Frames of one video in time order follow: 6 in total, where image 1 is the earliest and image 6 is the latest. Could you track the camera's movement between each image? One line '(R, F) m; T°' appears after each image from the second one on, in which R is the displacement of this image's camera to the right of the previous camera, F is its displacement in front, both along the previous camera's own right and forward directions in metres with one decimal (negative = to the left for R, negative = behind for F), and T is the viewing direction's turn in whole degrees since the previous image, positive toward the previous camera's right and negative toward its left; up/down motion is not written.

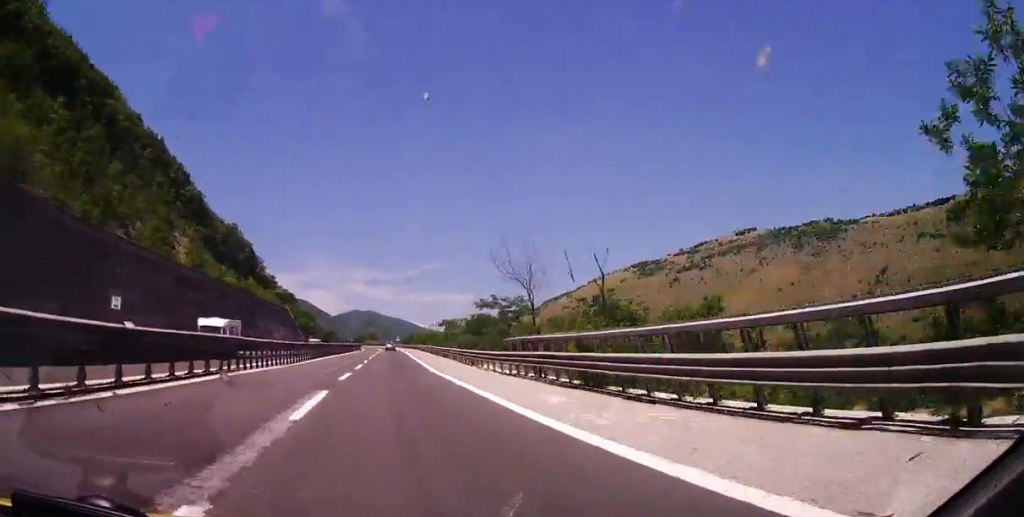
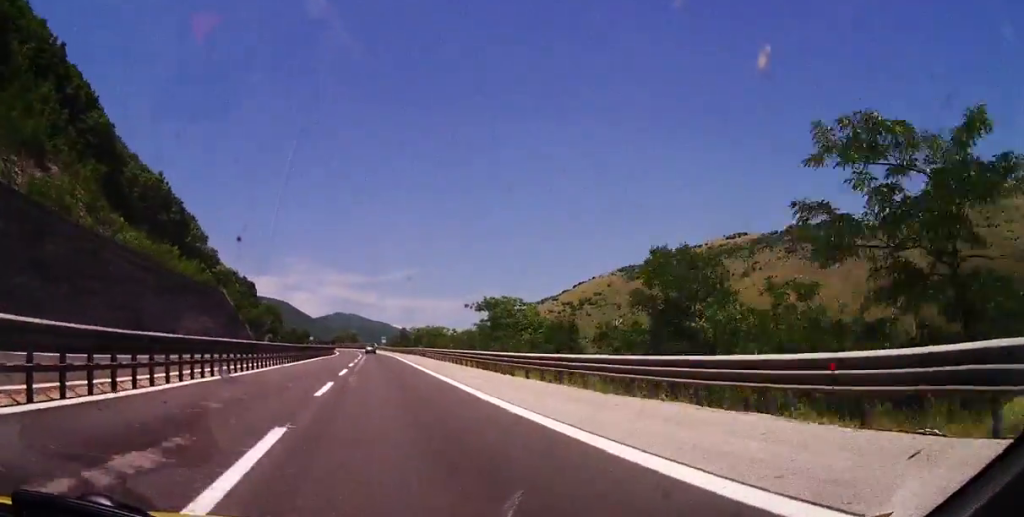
(+0.4, +41.7) m; +2°
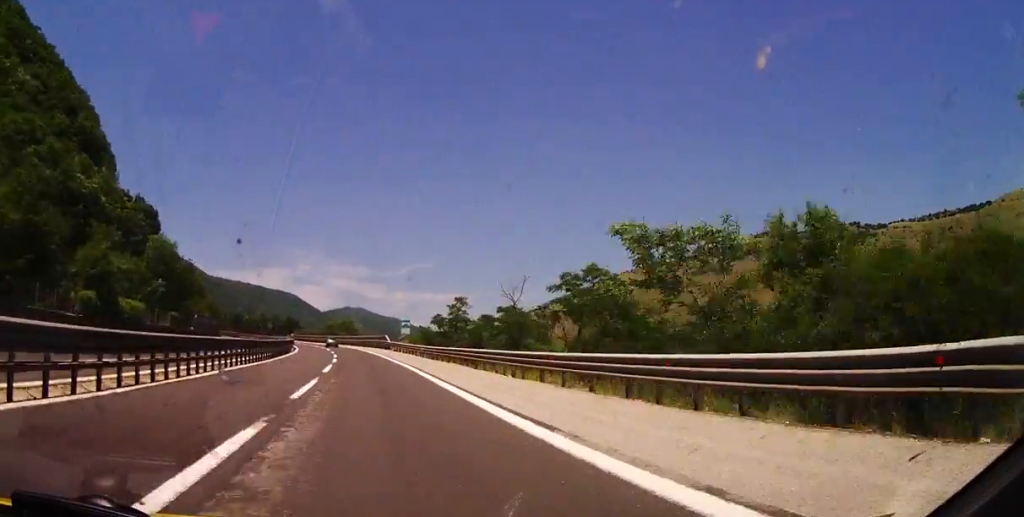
(+1.6, +83.2) m; 0°
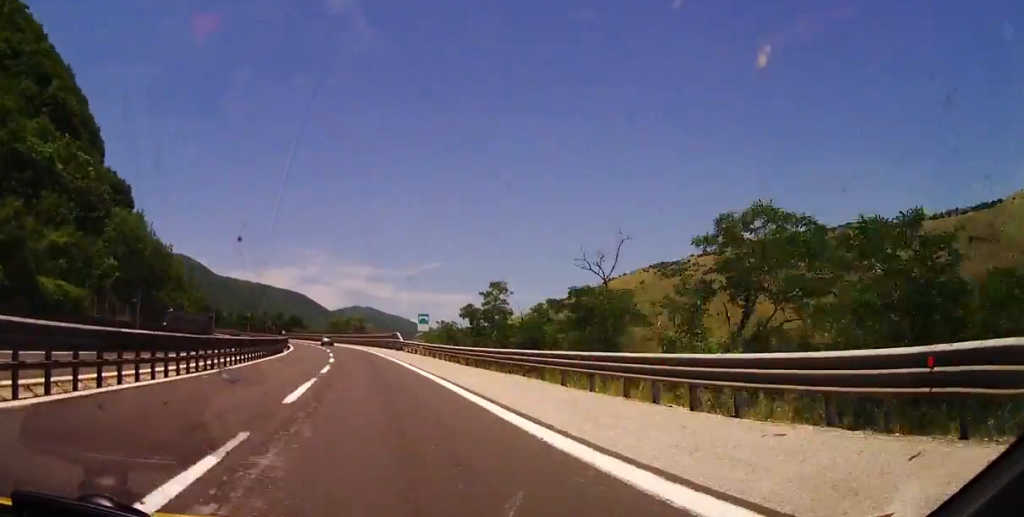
(-0.1, +13.4) m; -1°
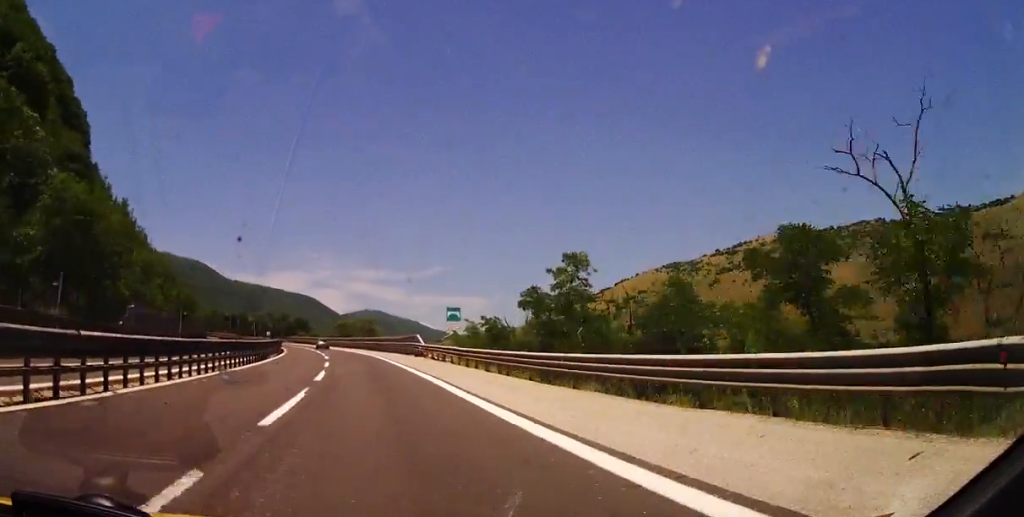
(-0.1, +14.4) m; -1°
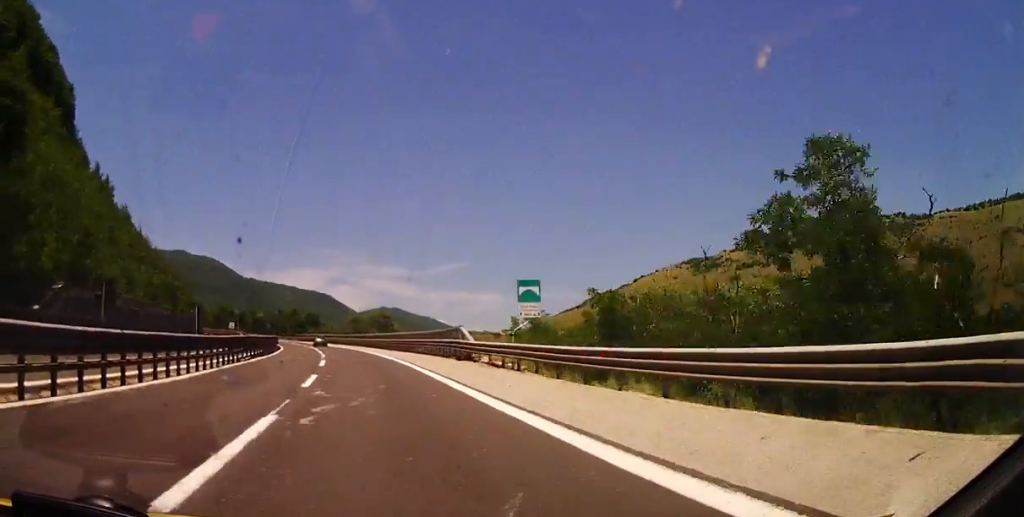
(0.0, +16.6) m; -1°
